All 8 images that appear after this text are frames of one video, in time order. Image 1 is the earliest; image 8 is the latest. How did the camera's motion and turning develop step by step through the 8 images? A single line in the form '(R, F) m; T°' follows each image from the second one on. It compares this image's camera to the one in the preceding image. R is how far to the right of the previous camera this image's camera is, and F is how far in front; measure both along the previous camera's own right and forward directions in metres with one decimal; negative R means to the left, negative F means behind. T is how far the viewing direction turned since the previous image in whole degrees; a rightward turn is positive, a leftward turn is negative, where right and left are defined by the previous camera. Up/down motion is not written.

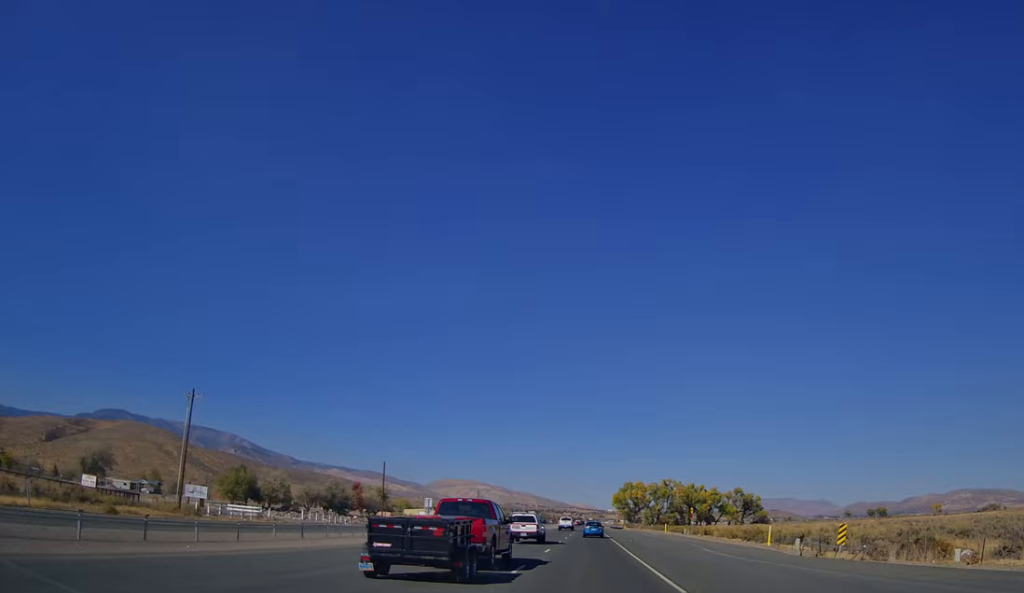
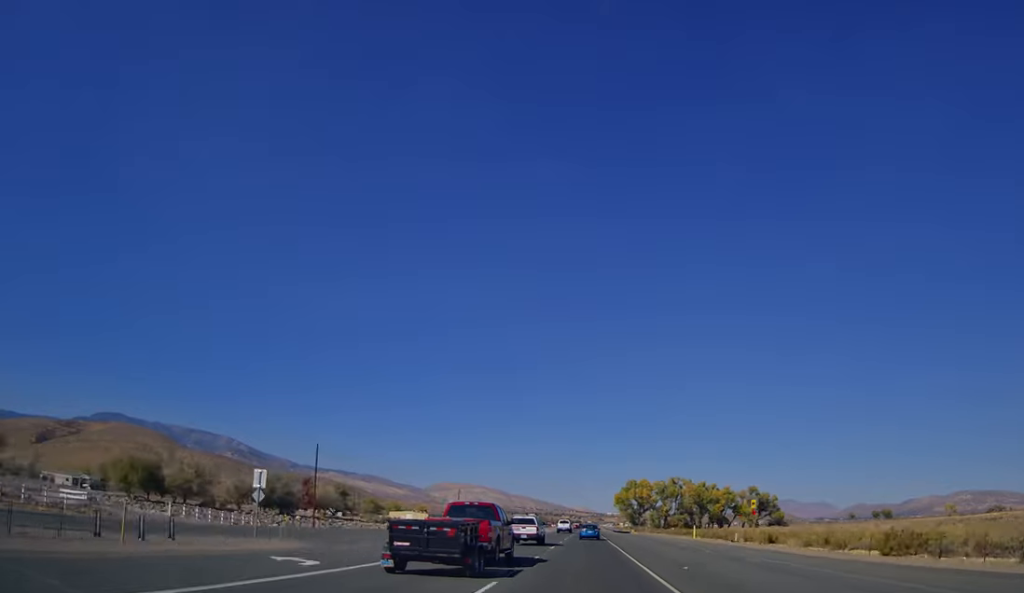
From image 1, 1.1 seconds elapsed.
(0.0, +30.2) m; 0°
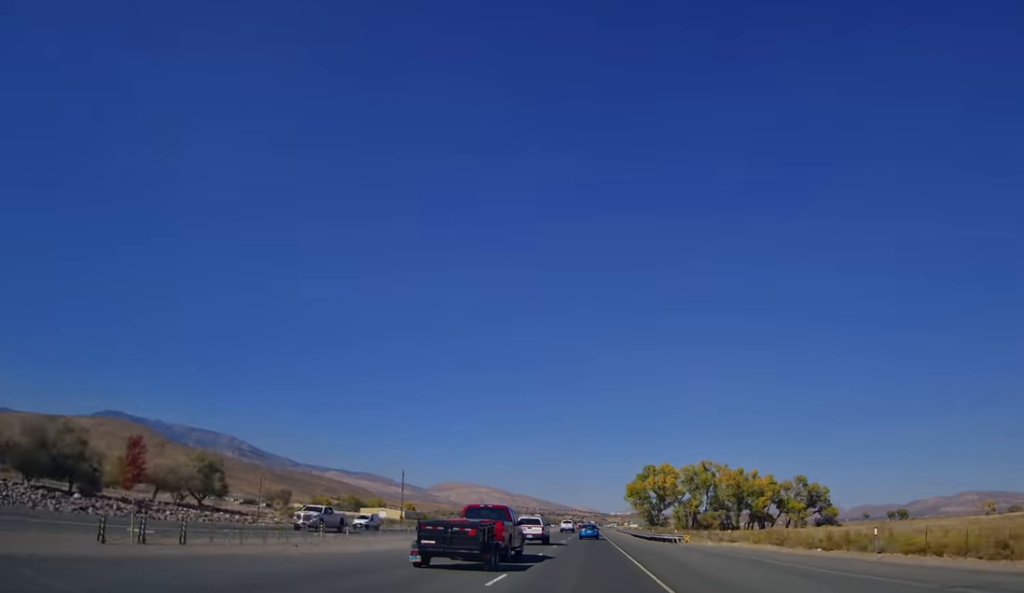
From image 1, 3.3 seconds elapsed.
(0.0, +58.7) m; 0°
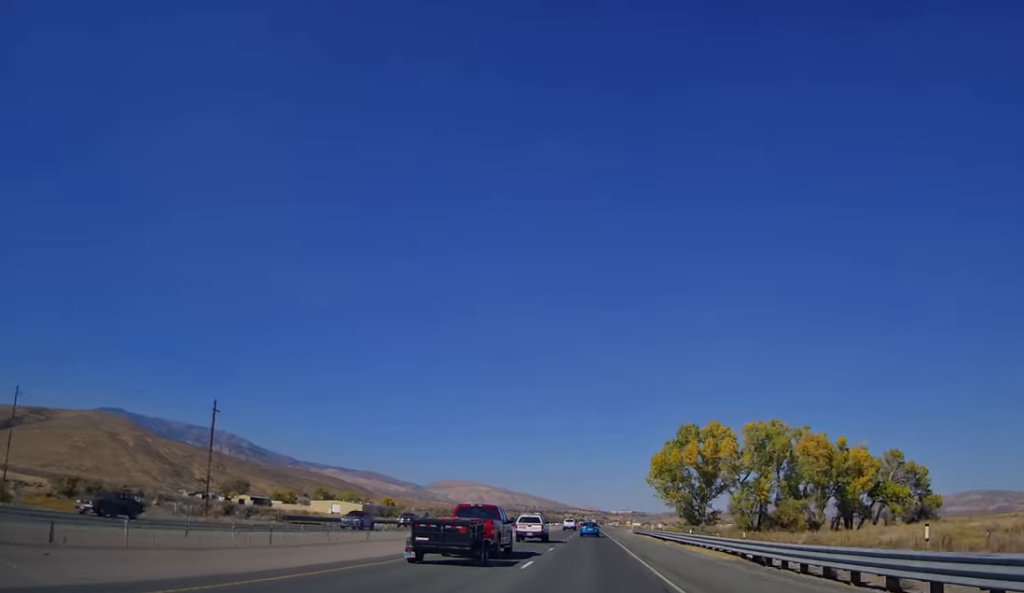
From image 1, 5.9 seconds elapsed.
(-0.4, +67.4) m; -1°
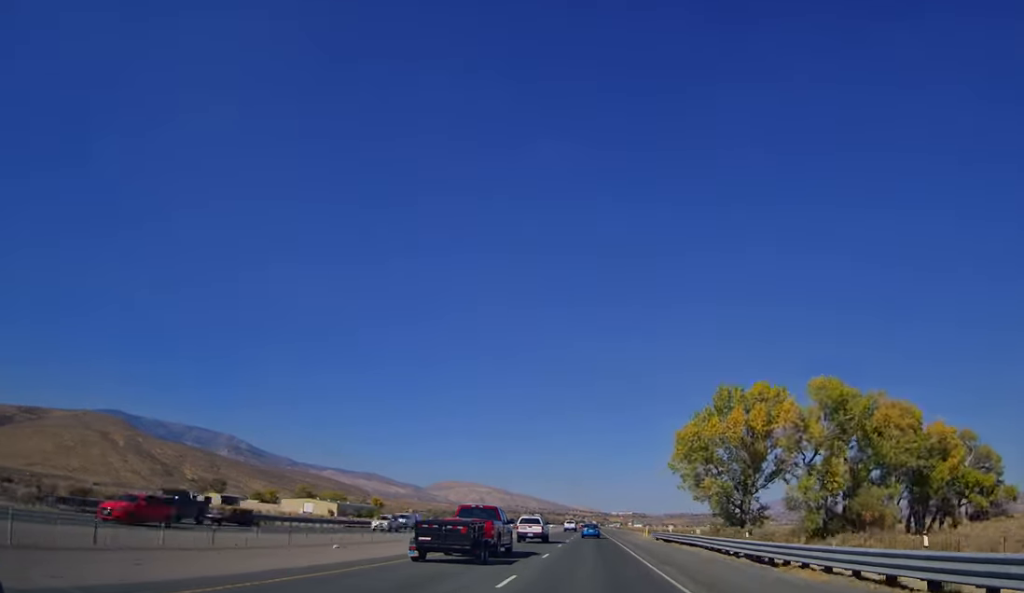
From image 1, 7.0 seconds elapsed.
(0.0, +30.0) m; 0°
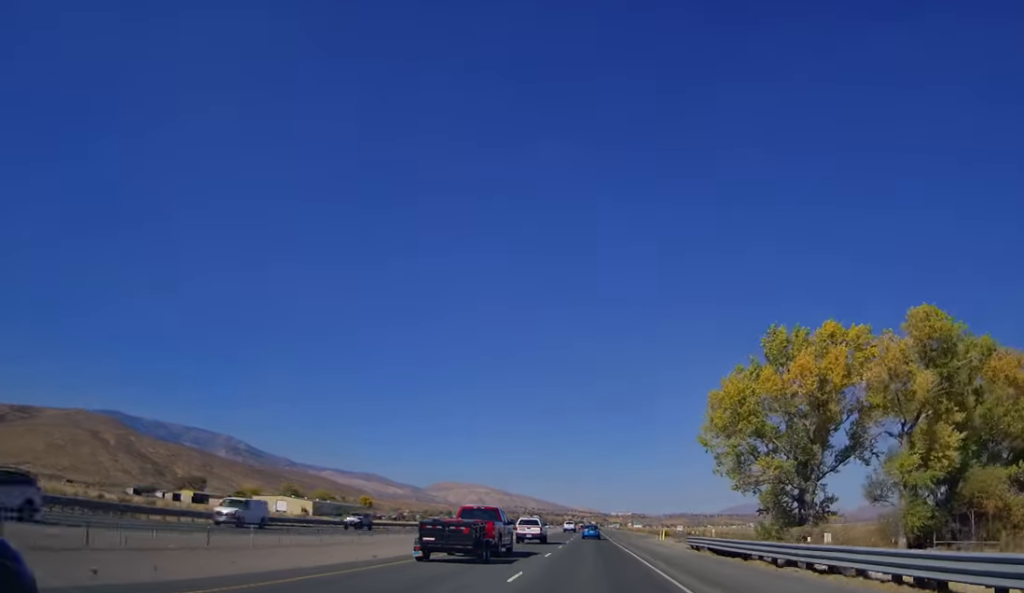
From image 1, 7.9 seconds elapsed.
(-0.1, +22.9) m; 0°
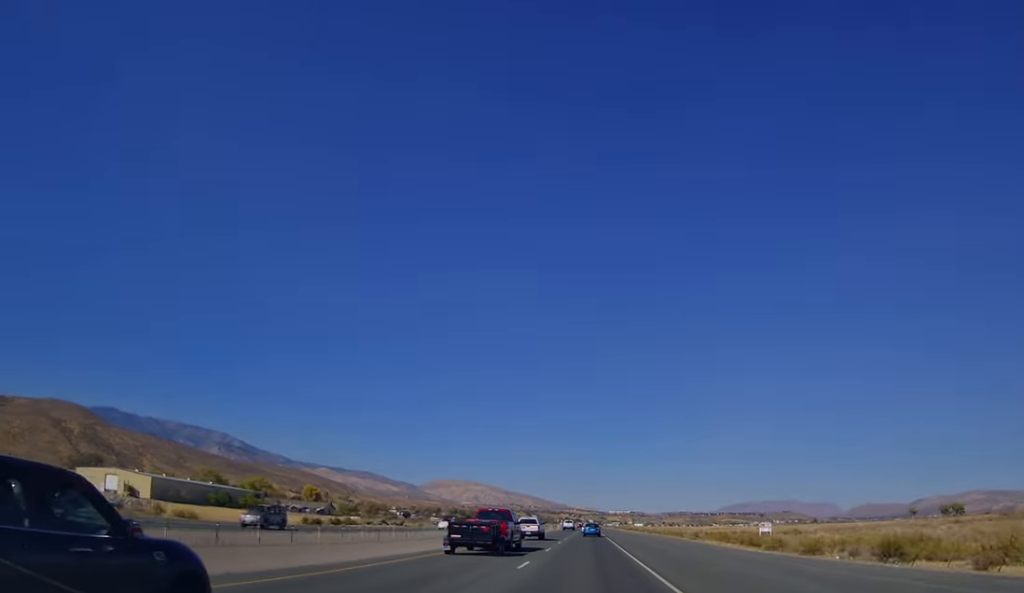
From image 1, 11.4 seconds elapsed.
(+0.8, +92.9) m; +1°
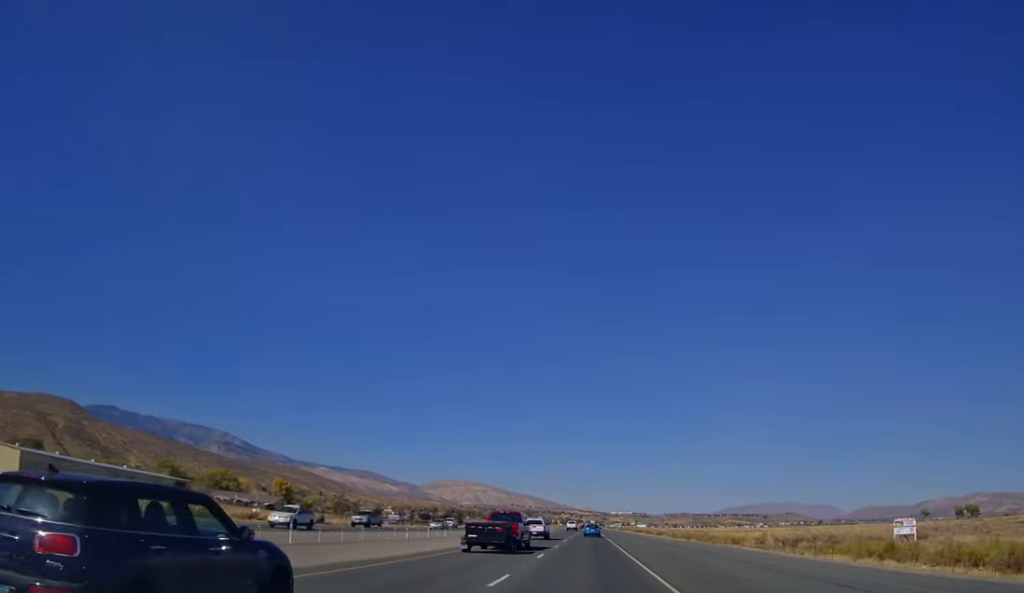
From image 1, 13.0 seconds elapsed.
(0.0, +42.6) m; 0°
